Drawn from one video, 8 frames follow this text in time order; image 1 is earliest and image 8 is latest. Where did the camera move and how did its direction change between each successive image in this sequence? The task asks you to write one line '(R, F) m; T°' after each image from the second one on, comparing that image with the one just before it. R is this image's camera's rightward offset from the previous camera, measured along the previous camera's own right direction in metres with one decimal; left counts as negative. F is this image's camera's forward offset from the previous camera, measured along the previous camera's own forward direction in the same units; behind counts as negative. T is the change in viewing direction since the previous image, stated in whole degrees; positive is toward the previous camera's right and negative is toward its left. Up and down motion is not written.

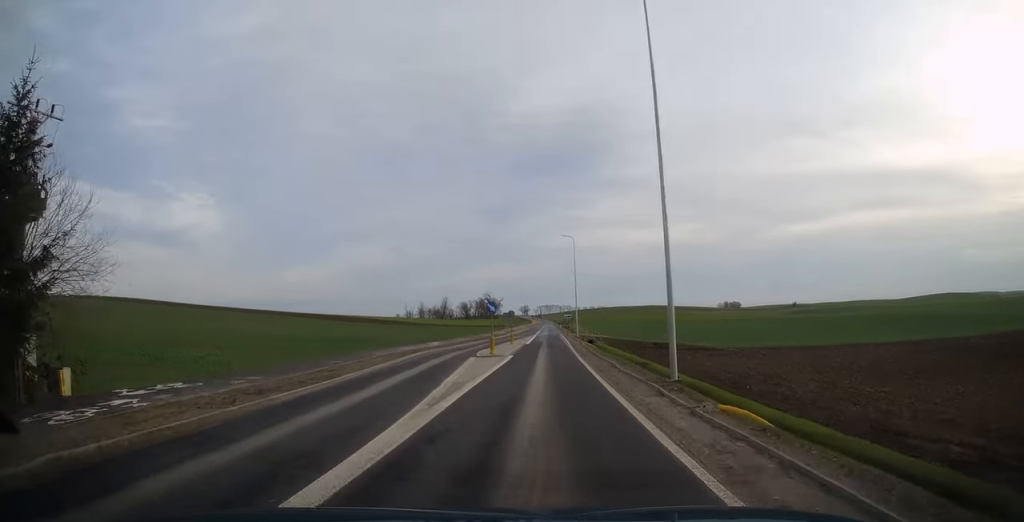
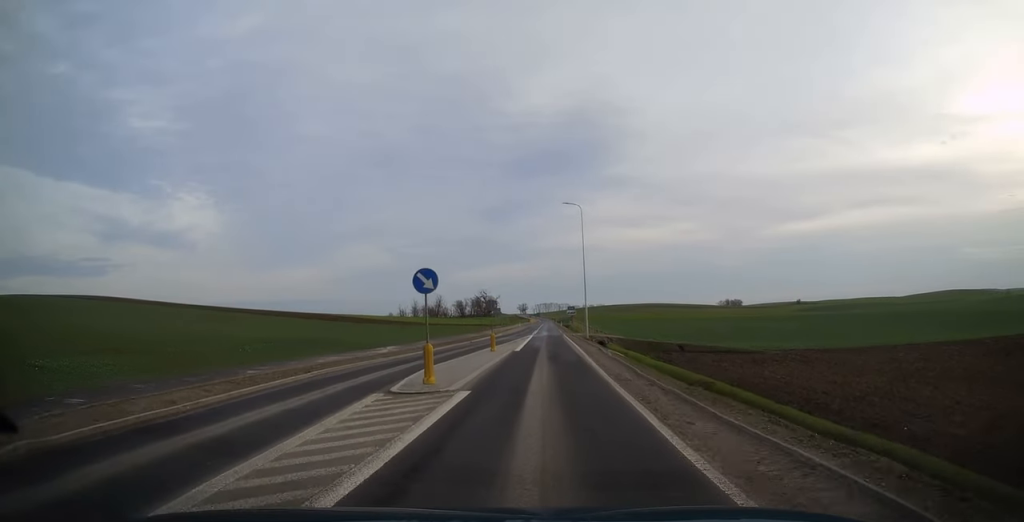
(-0.1, +16.8) m; 0°
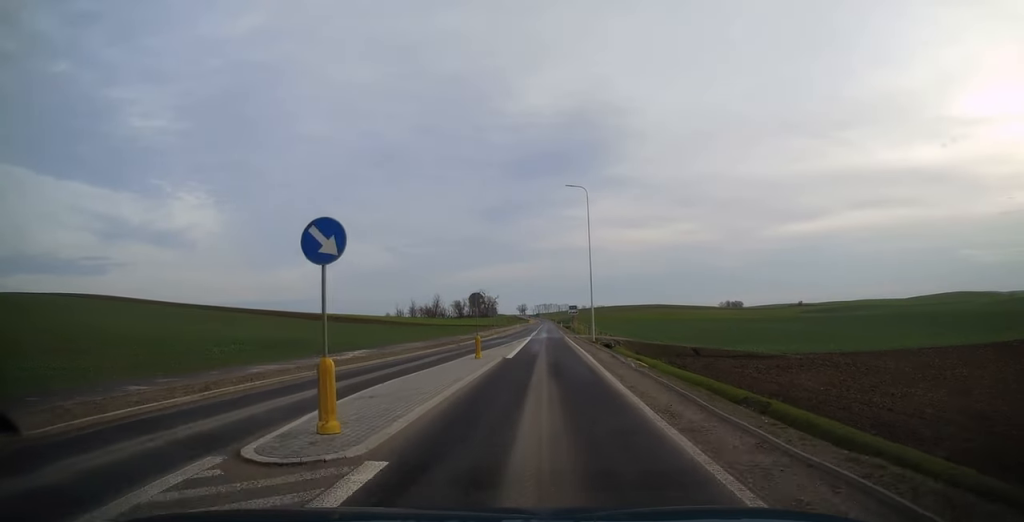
(0.0, +6.7) m; 0°
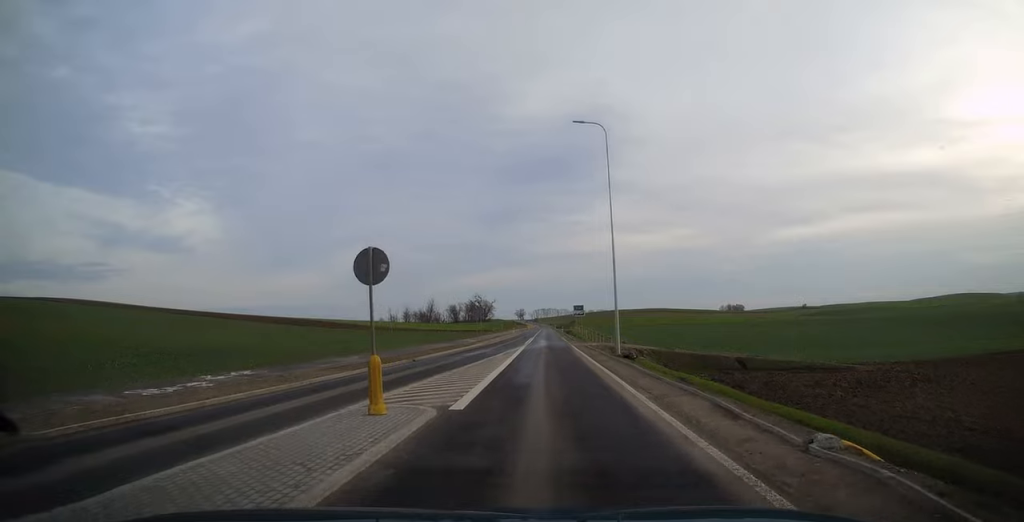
(0.0, +14.6) m; 0°
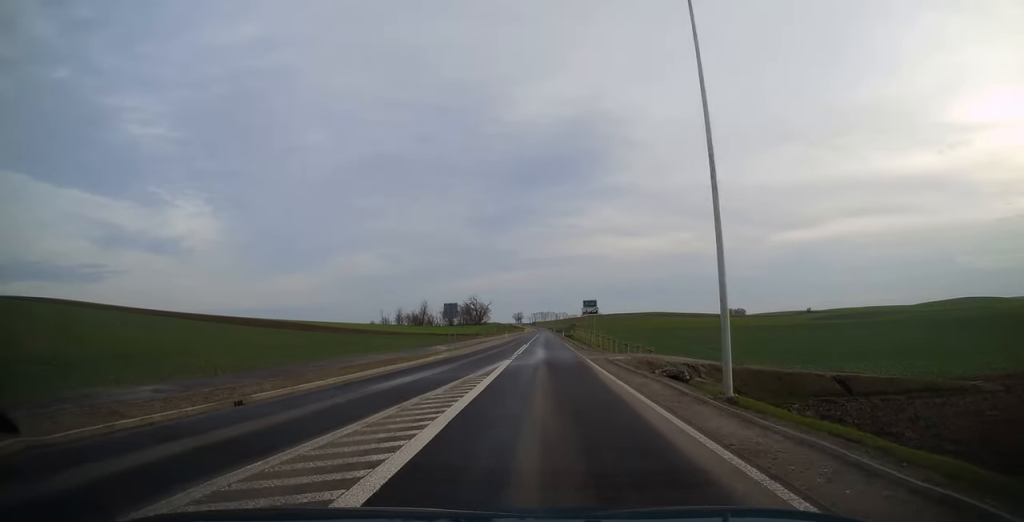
(-0.1, +16.2) m; +2°
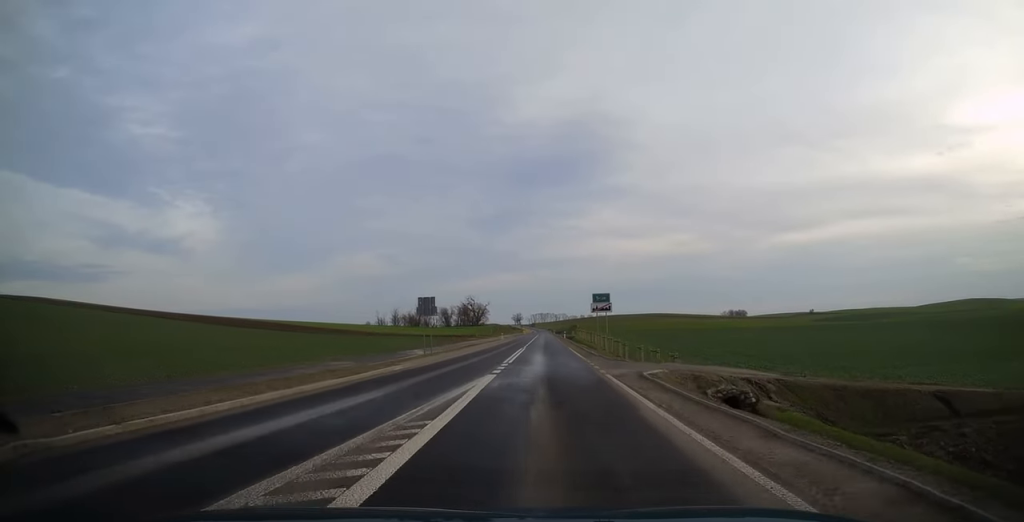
(+0.2, +8.6) m; 0°
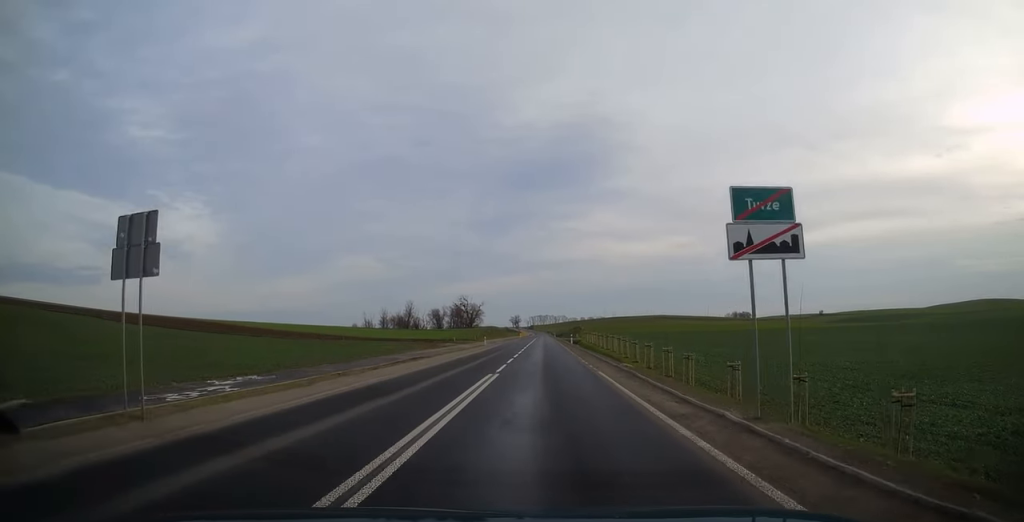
(0.0, +24.7) m; -1°
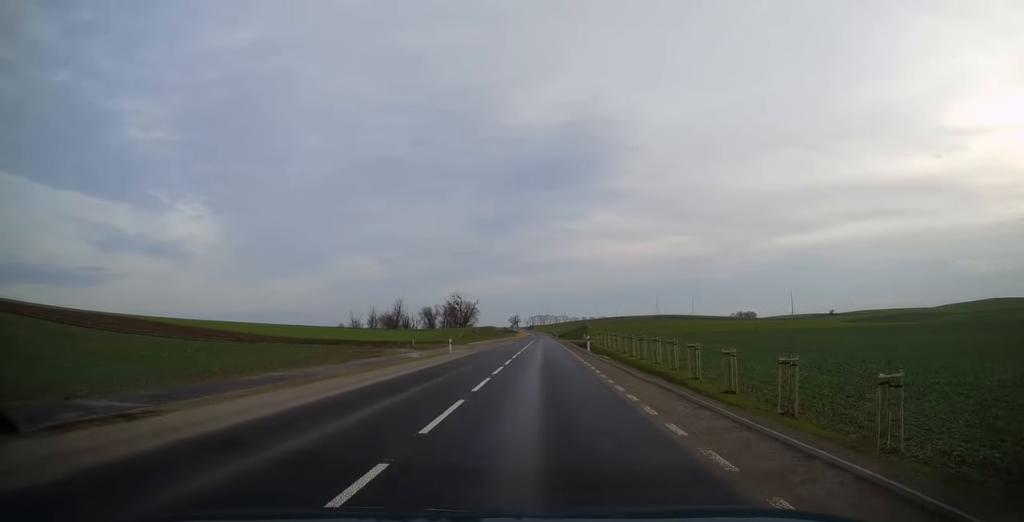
(-0.1, +23.7) m; 0°
